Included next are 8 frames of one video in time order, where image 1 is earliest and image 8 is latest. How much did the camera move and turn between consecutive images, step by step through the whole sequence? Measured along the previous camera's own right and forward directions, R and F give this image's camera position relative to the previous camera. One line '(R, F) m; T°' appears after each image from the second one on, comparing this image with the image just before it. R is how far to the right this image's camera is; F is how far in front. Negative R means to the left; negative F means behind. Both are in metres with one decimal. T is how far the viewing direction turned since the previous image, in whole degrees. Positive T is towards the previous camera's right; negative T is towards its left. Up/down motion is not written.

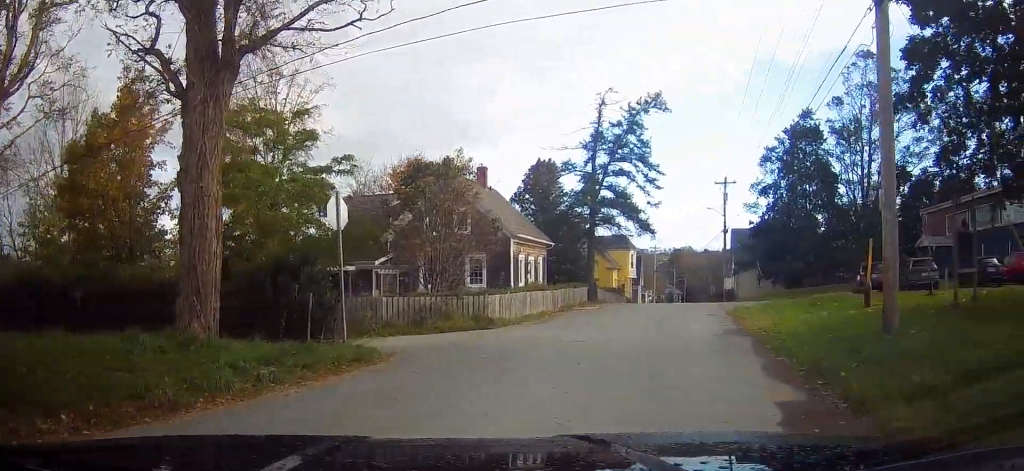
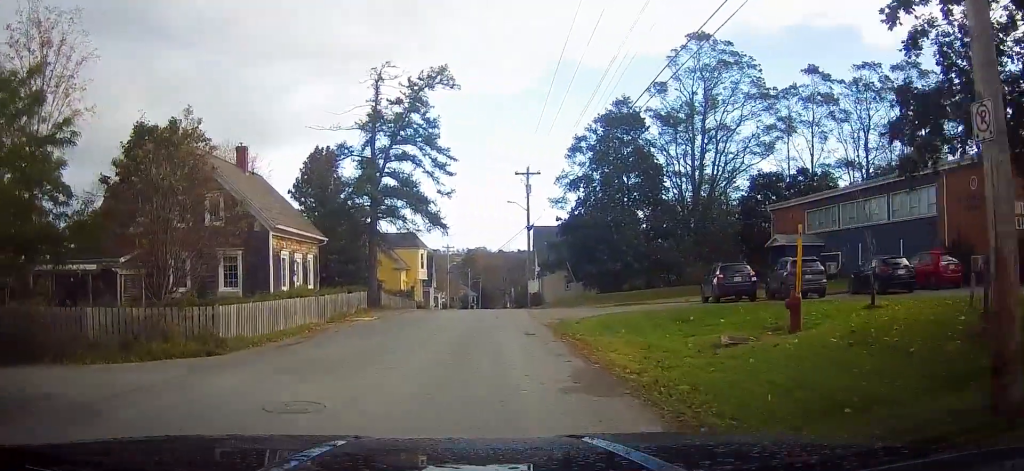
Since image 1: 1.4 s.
(+1.2, +6.1) m; +14°
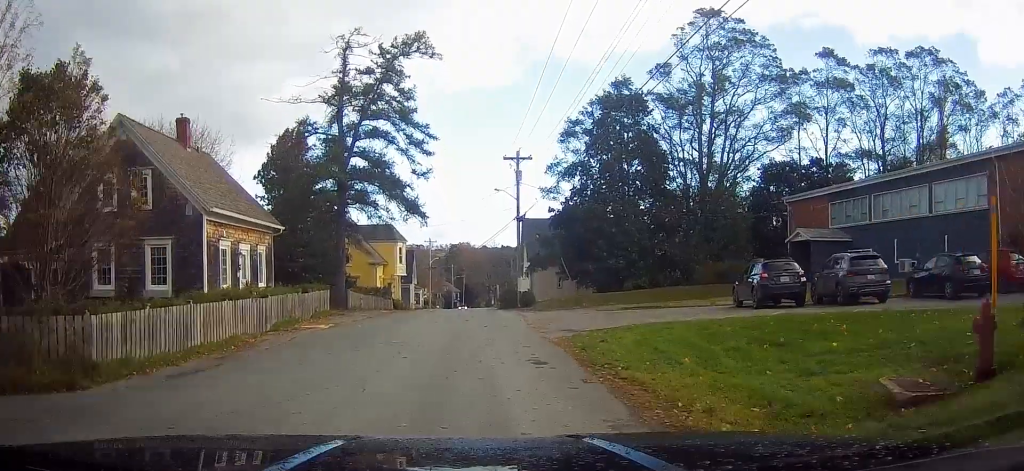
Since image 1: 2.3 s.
(+0.1, +5.5) m; -1°
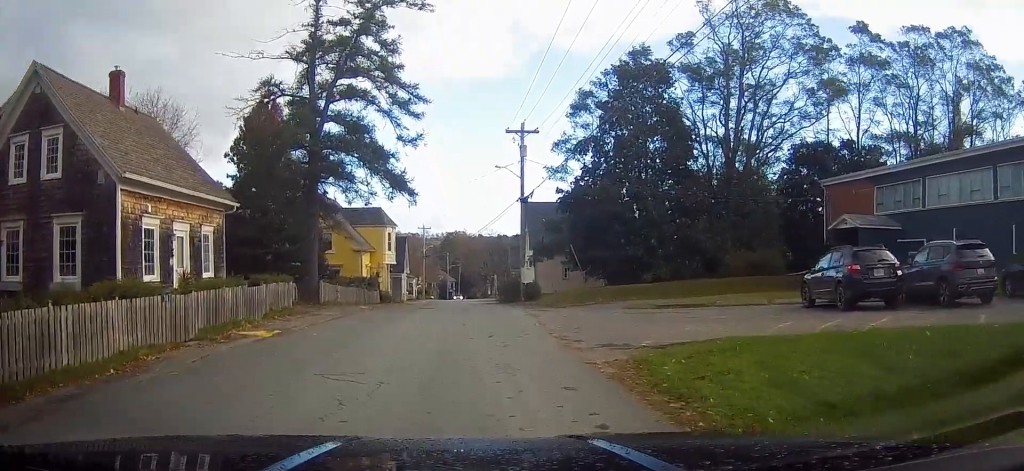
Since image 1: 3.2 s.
(-0.2, +5.7) m; 0°
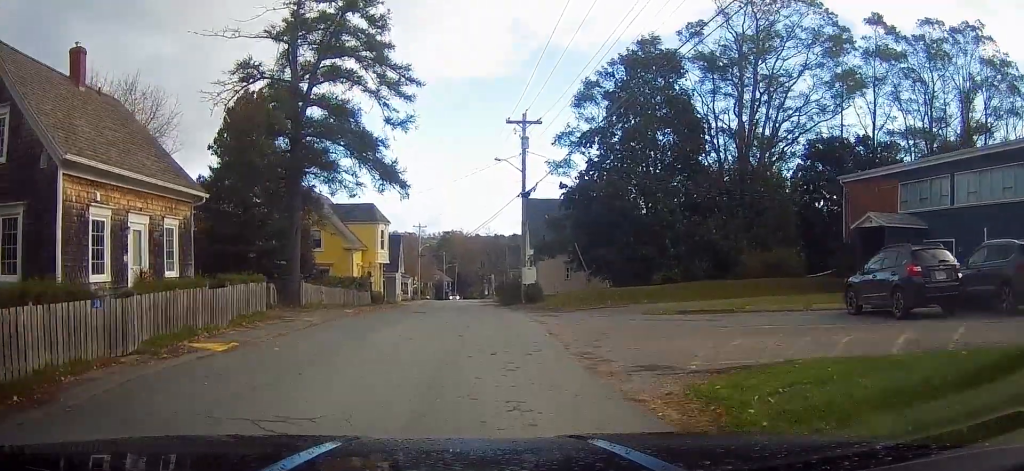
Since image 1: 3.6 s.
(+0.1, +2.9) m; -1°
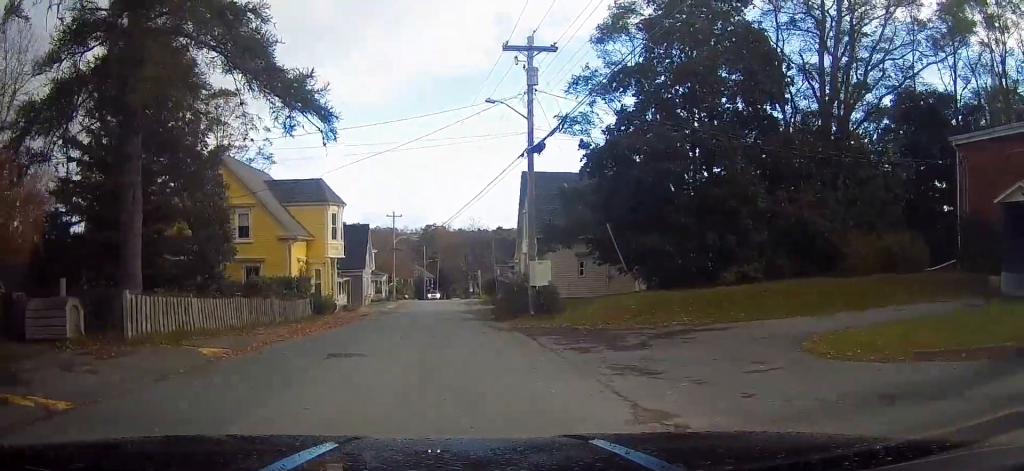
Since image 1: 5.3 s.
(-0.7, +12.8) m; -4°
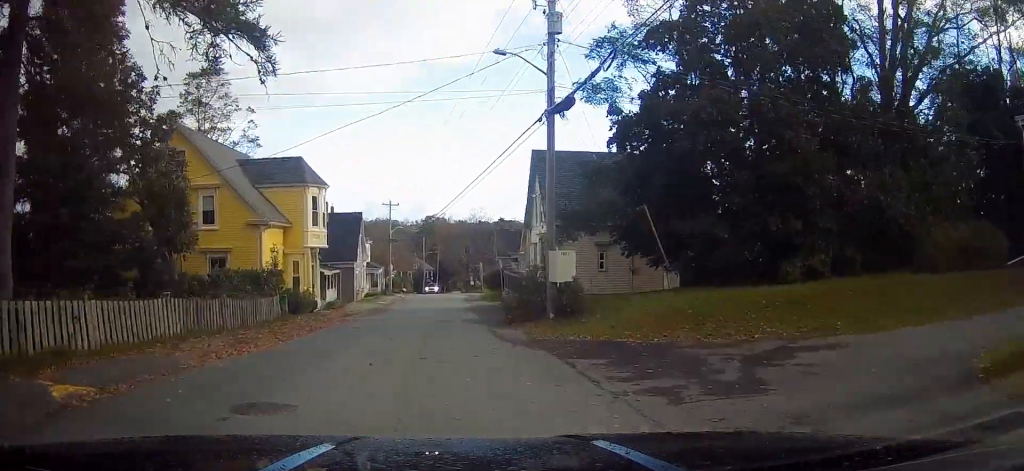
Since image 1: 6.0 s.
(+0.2, +5.2) m; +1°
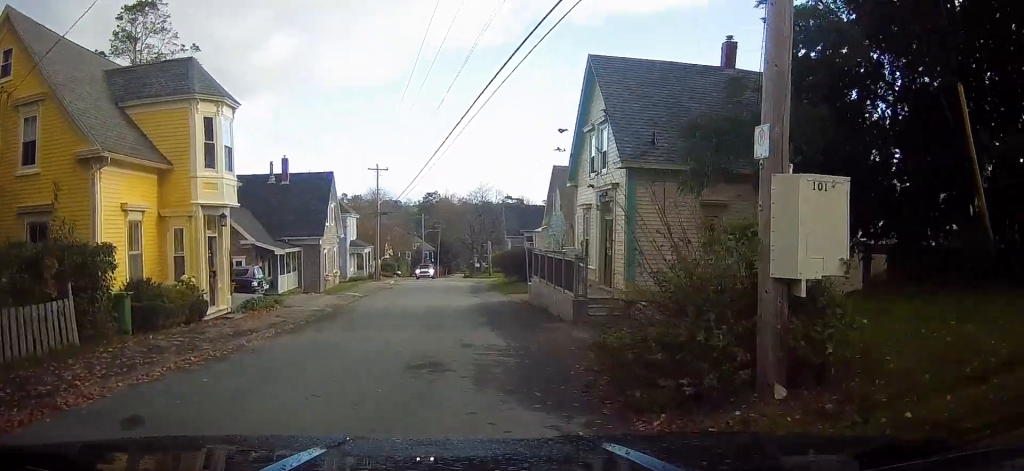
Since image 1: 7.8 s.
(+0.9, +14.1) m; +5°
